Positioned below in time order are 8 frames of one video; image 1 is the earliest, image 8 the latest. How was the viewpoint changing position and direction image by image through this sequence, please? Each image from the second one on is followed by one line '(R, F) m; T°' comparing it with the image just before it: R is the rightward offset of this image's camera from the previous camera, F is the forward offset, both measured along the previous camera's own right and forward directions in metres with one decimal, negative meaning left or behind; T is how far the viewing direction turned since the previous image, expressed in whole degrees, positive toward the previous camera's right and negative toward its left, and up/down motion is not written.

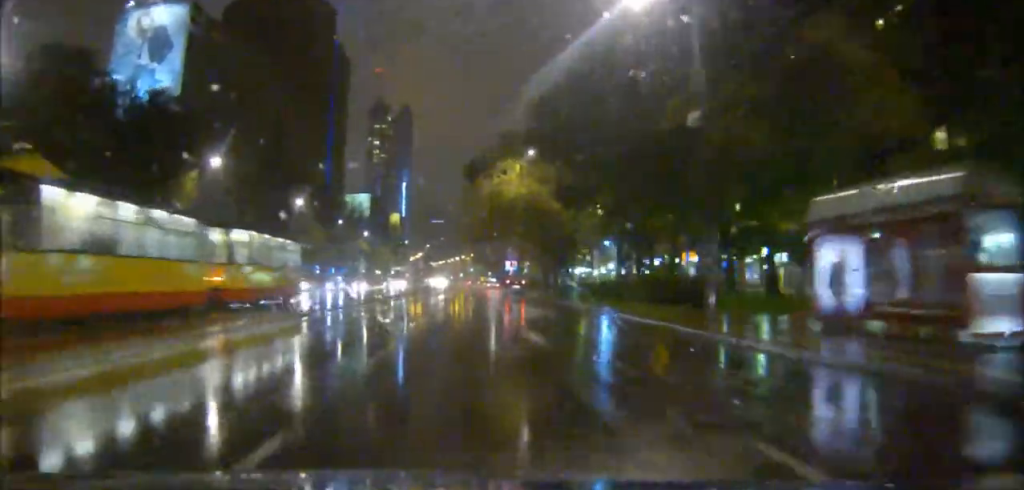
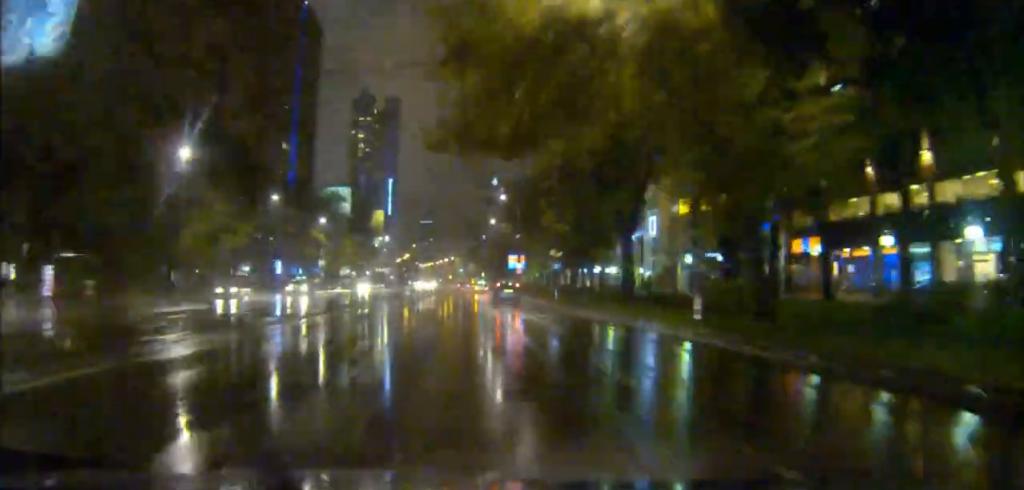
(+0.3, +37.1) m; +1°
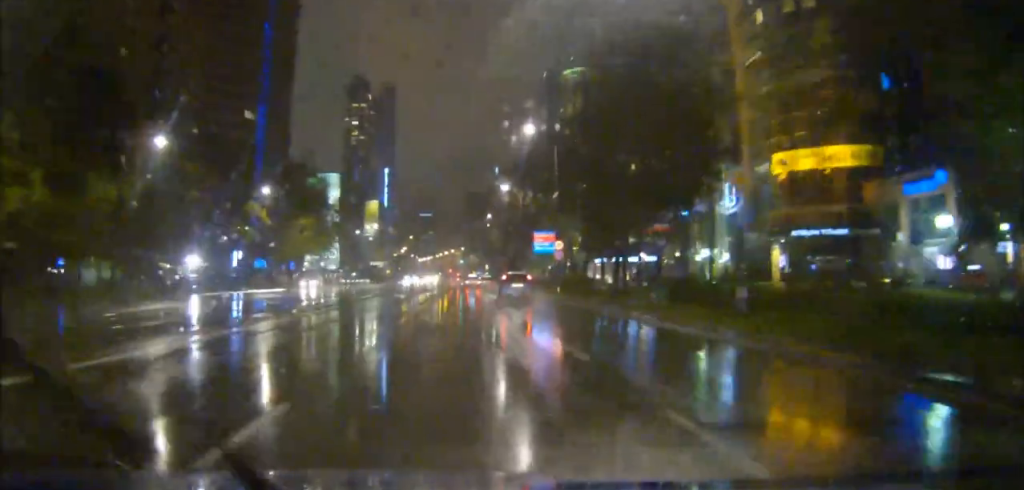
(+0.4, +34.0) m; 0°
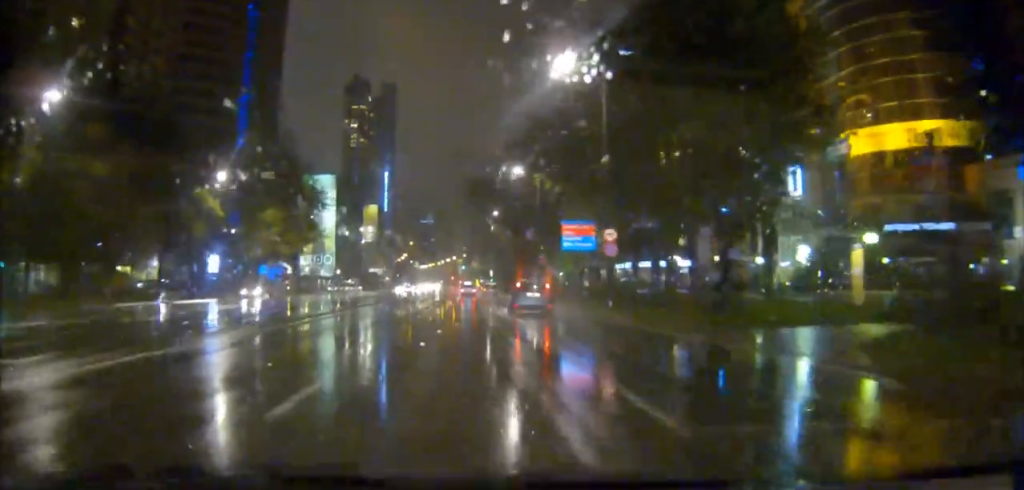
(-0.1, +16.6) m; -1°
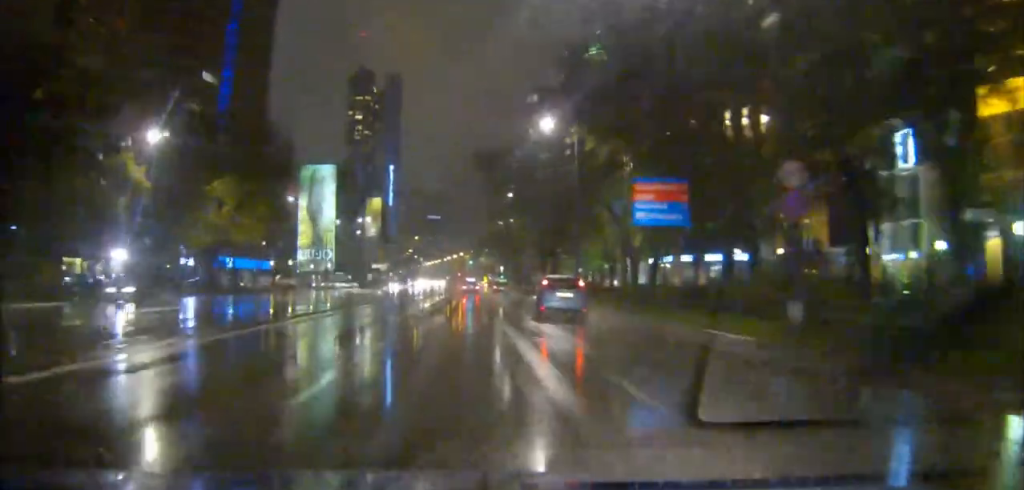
(-0.1, +17.6) m; -1°
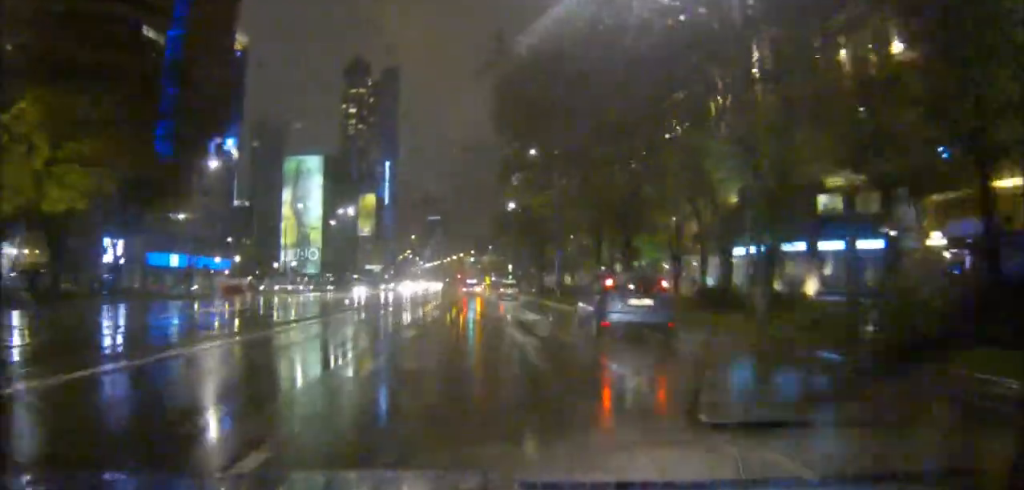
(-0.1, +27.7) m; 0°
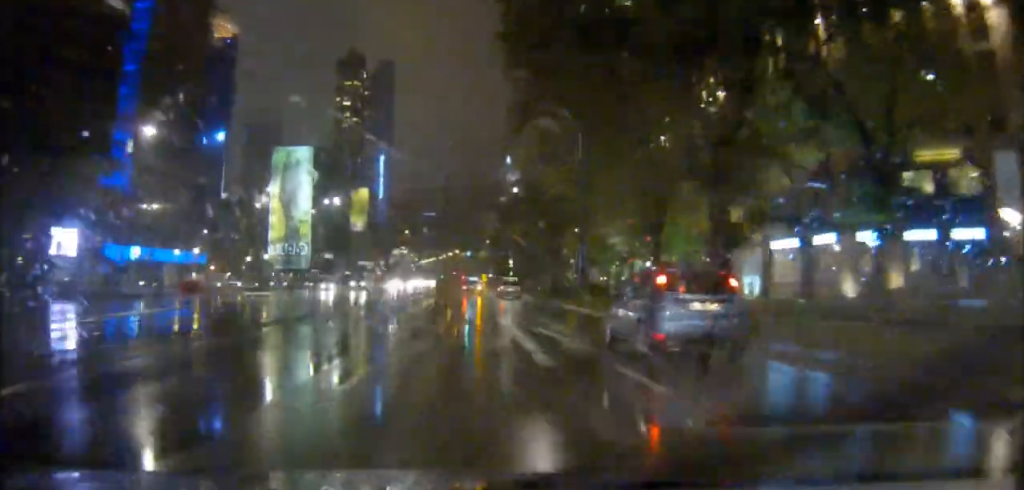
(0.0, +13.0) m; 0°
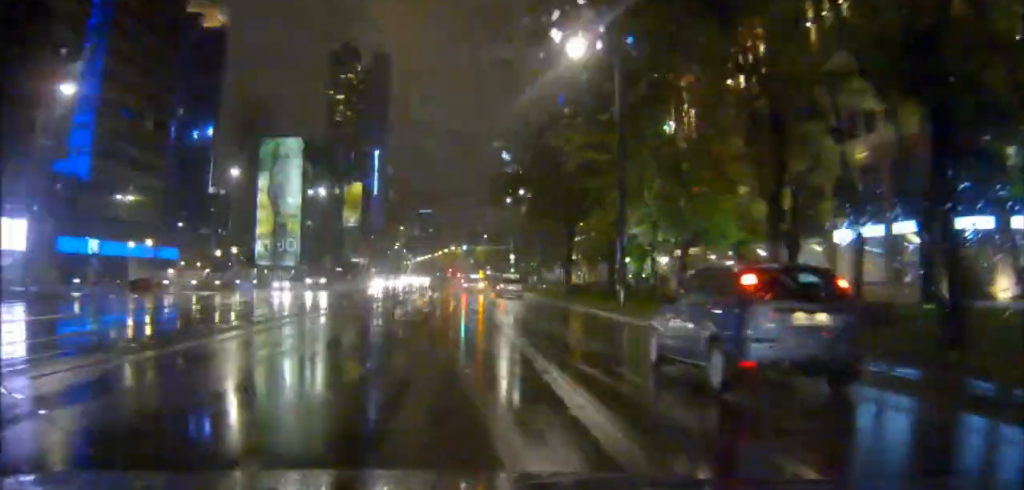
(0.0, +11.7) m; -1°
